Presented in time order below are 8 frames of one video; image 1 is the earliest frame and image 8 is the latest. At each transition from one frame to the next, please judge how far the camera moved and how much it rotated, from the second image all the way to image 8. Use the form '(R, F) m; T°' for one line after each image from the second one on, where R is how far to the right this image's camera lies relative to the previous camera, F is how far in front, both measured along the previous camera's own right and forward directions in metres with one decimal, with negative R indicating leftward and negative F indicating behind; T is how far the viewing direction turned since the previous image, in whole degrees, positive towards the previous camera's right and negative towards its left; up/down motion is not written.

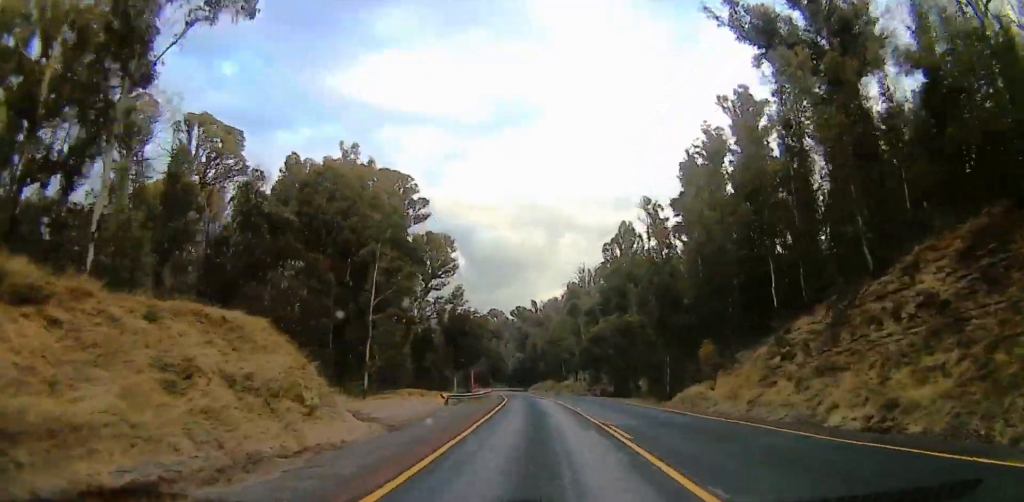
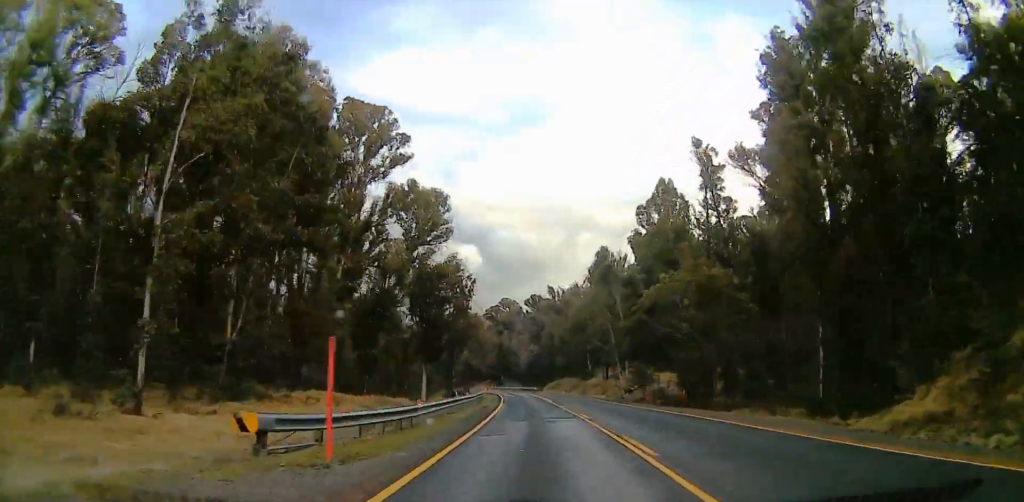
(-1.4, +27.3) m; -3°
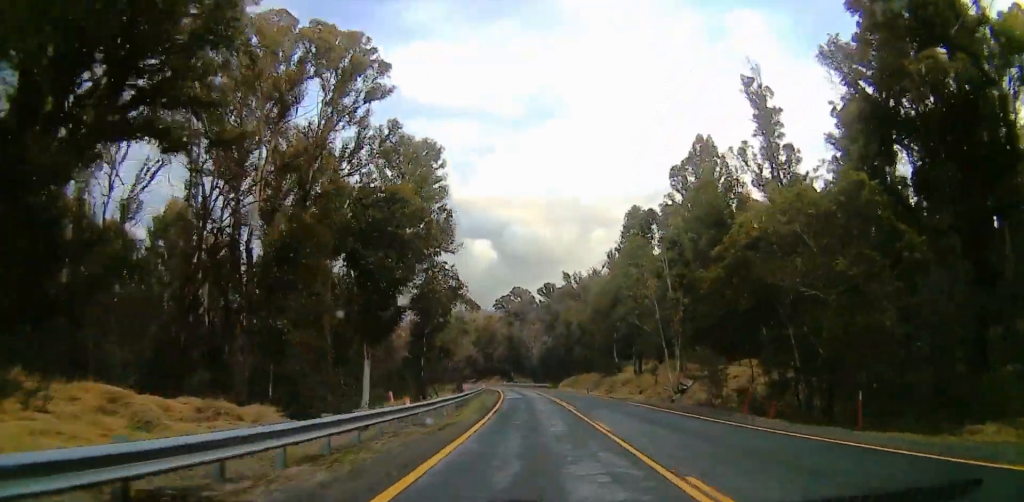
(-0.1, +18.8) m; 0°
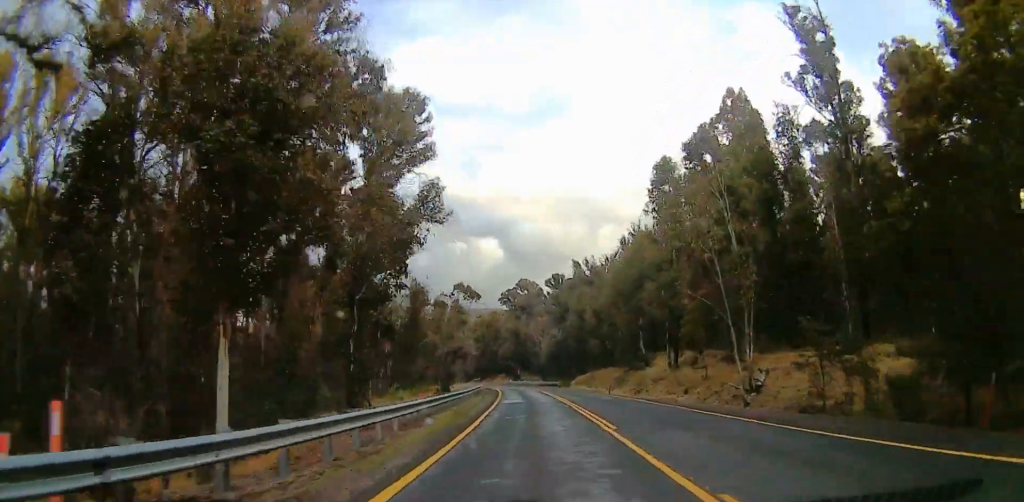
(+0.7, +13.6) m; 0°
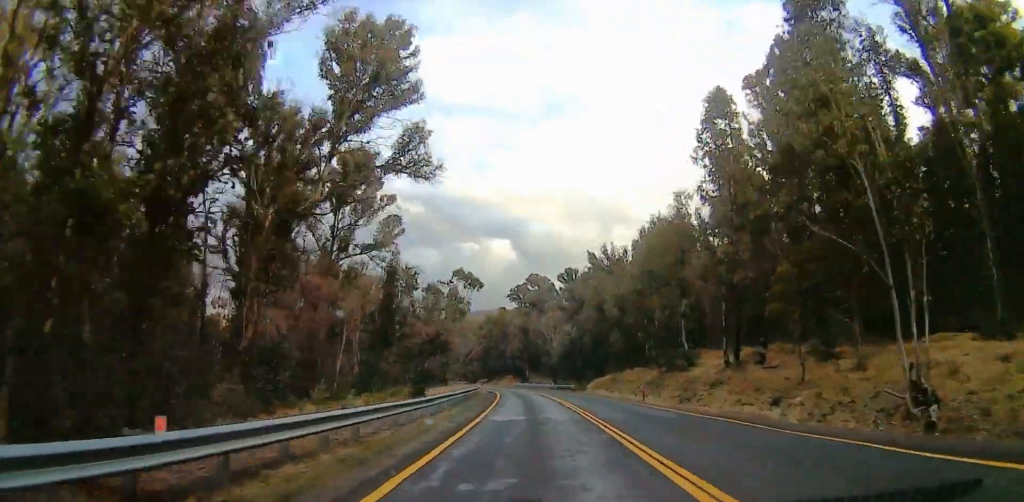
(-0.5, +13.4) m; -1°
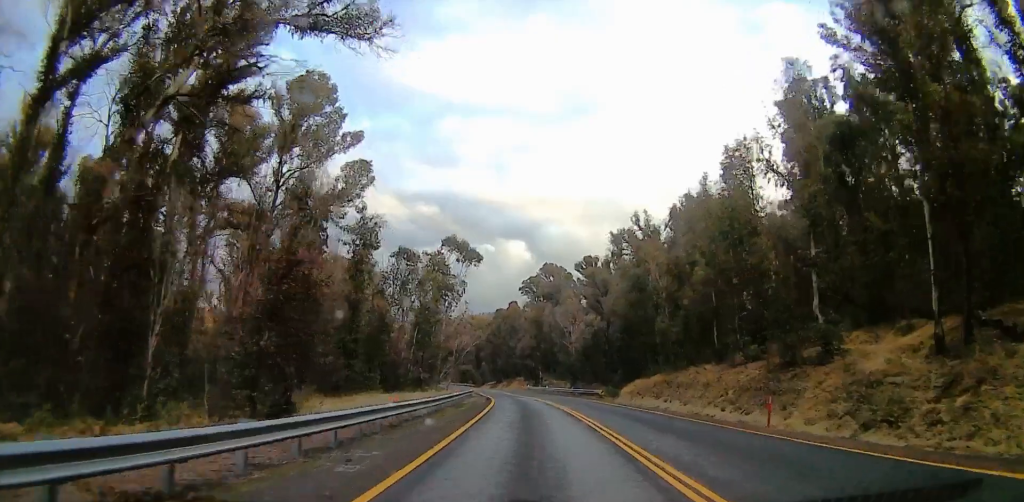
(-0.6, +21.1) m; -1°
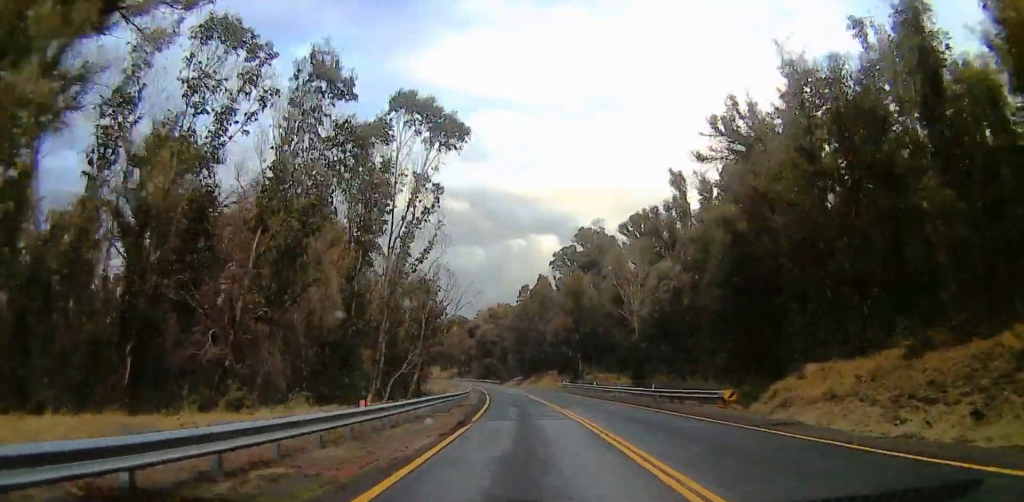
(+0.1, +34.9) m; -2°
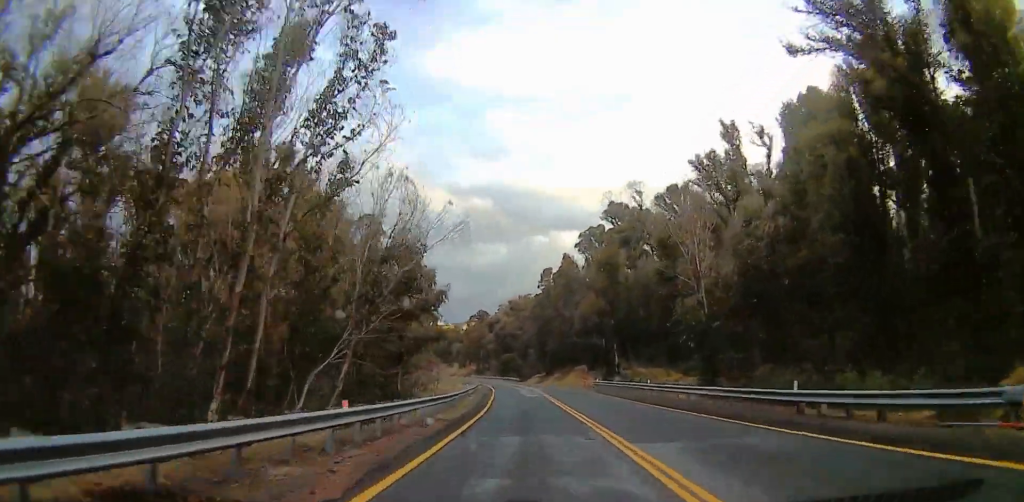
(-0.6, +17.7) m; -2°
